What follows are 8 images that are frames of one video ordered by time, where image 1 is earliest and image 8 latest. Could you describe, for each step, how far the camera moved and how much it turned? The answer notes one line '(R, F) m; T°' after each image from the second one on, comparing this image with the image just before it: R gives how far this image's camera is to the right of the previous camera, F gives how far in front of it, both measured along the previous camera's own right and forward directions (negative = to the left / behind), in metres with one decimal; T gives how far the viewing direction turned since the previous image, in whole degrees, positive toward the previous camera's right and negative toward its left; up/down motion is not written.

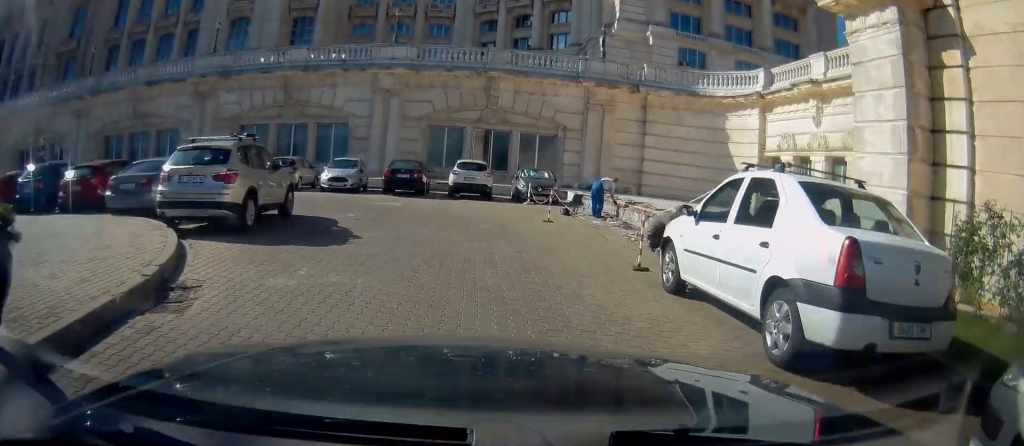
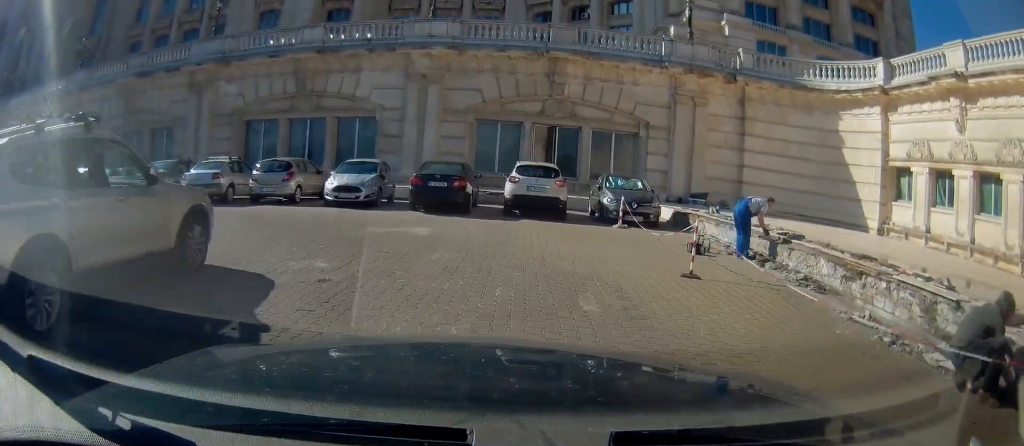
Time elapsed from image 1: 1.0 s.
(-0.2, +7.3) m; -5°
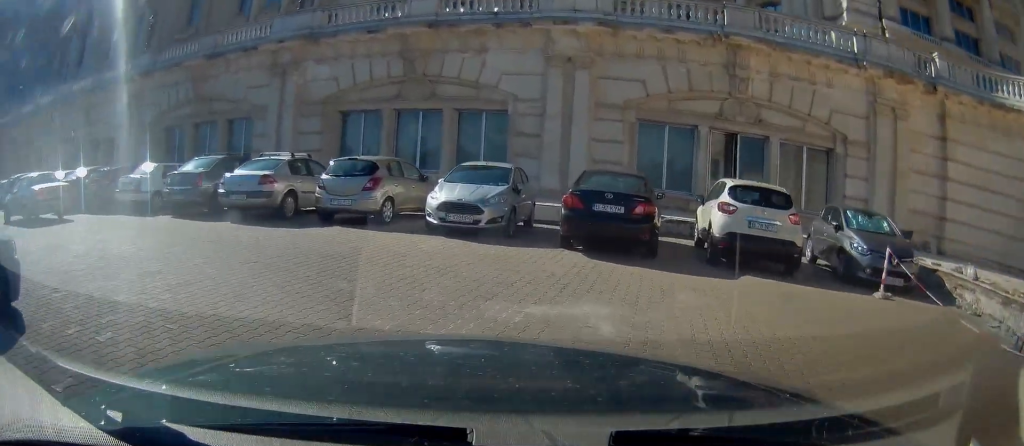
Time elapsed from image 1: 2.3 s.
(-0.7, +7.2) m; -16°
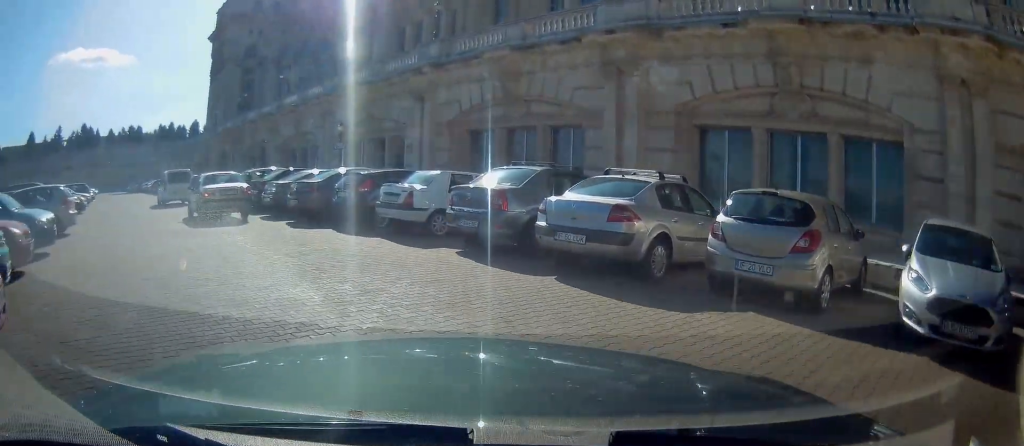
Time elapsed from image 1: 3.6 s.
(-1.1, +5.7) m; -29°
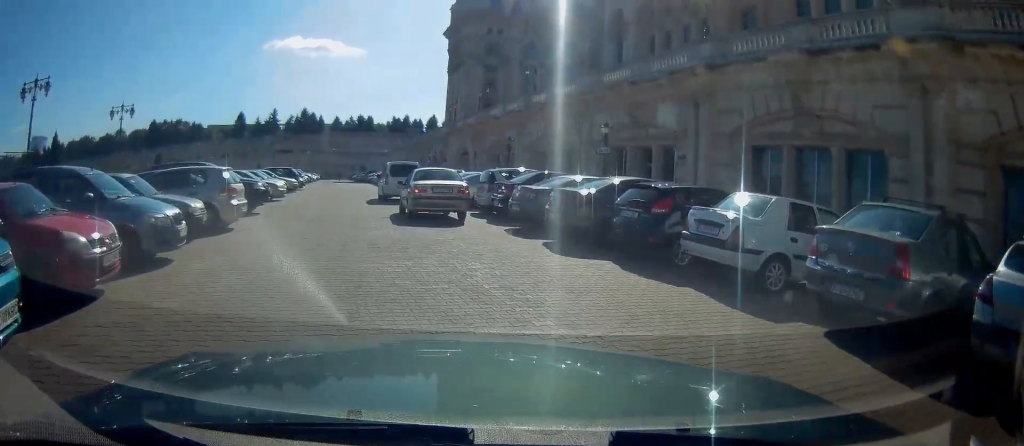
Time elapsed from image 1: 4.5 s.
(-1.0, +3.8) m; -22°
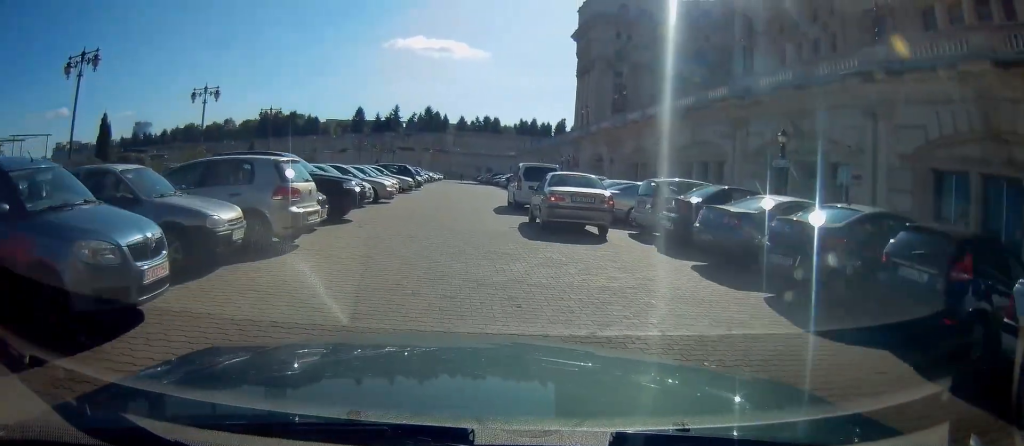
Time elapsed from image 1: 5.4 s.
(-0.6, +4.1) m; -12°
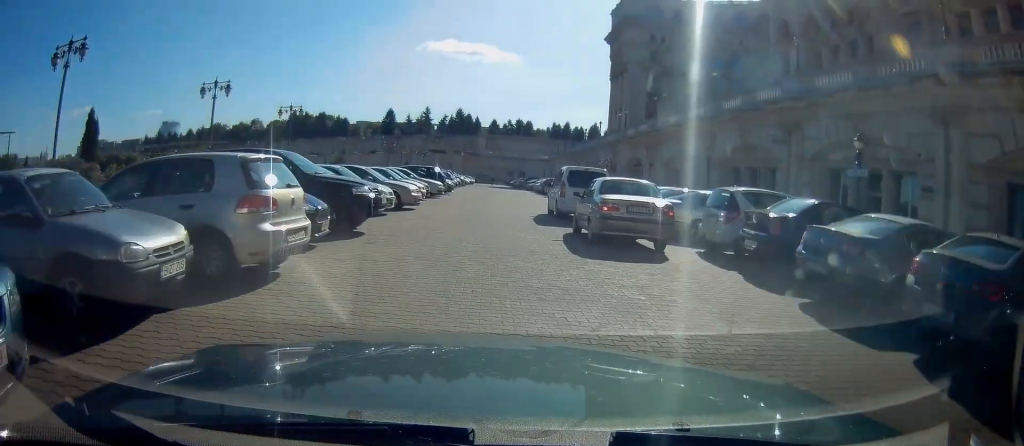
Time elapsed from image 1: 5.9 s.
(-0.1, +2.5) m; -4°
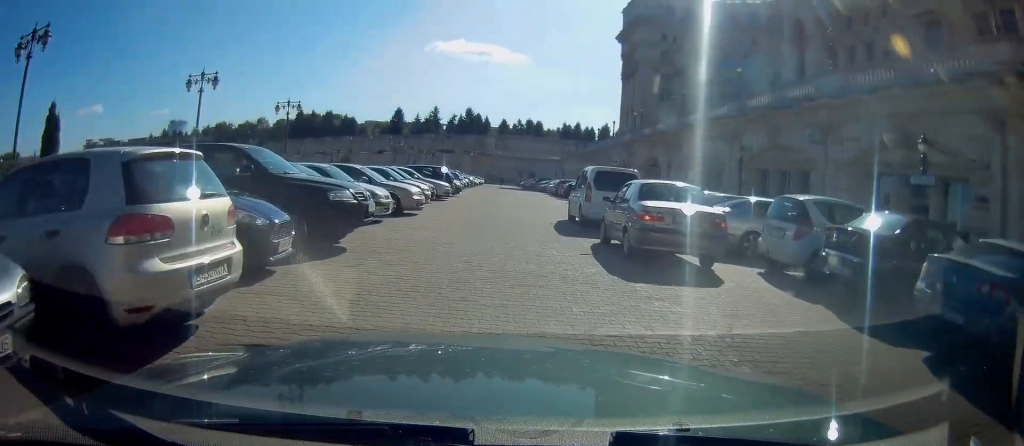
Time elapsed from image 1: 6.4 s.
(-0.2, +2.5) m; -2°
